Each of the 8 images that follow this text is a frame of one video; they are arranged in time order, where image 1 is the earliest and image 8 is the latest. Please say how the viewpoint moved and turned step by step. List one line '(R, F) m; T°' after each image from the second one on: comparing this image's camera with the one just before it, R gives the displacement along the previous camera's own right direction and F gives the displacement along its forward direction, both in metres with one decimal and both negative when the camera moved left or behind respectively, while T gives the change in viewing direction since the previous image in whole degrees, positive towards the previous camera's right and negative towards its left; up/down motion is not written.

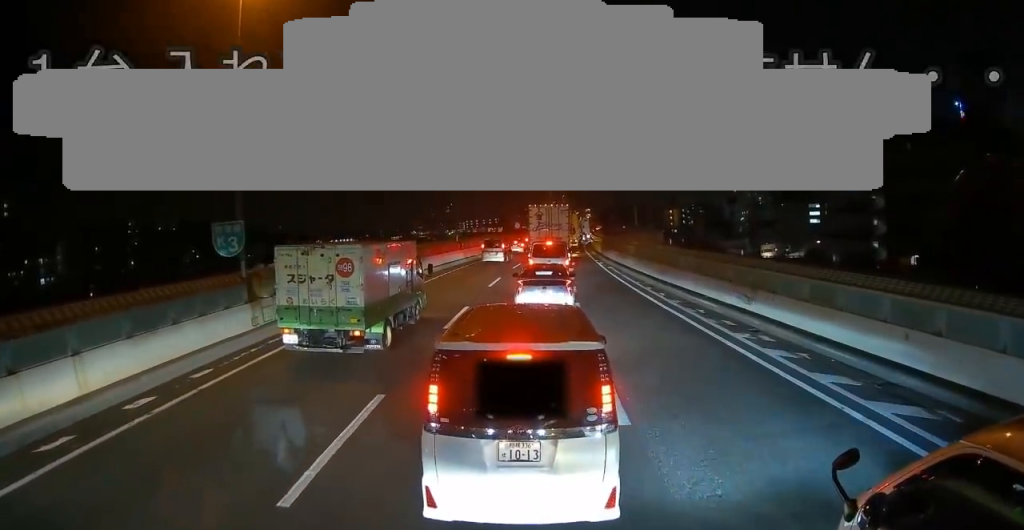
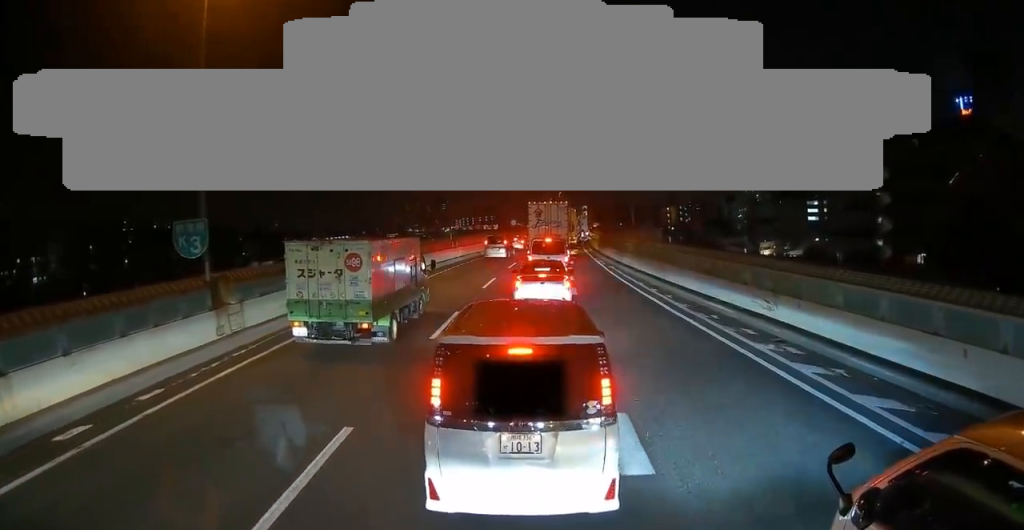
(+0.2, +1.9) m; +1°
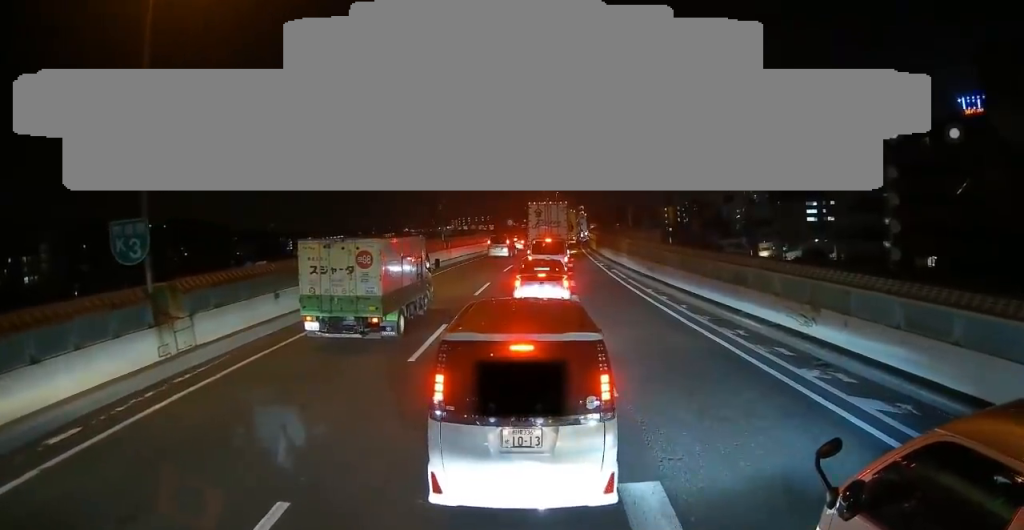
(-0.2, +2.3) m; -2°
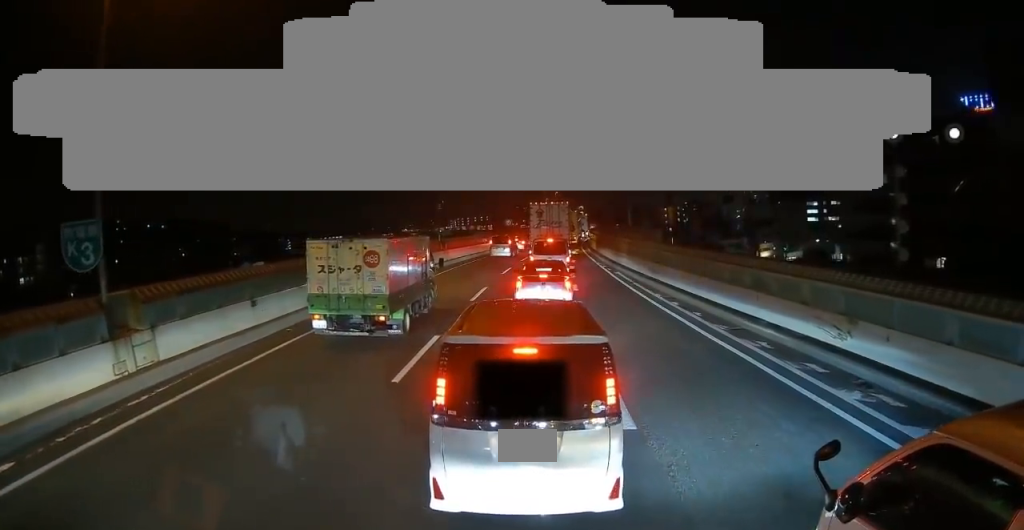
(+0.2, +1.3) m; 0°
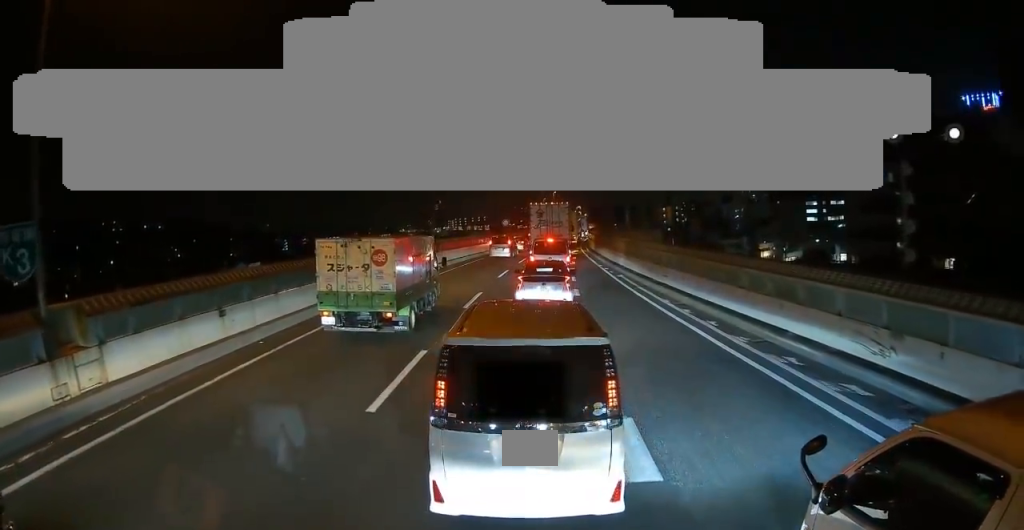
(-0.1, +1.4) m; +1°
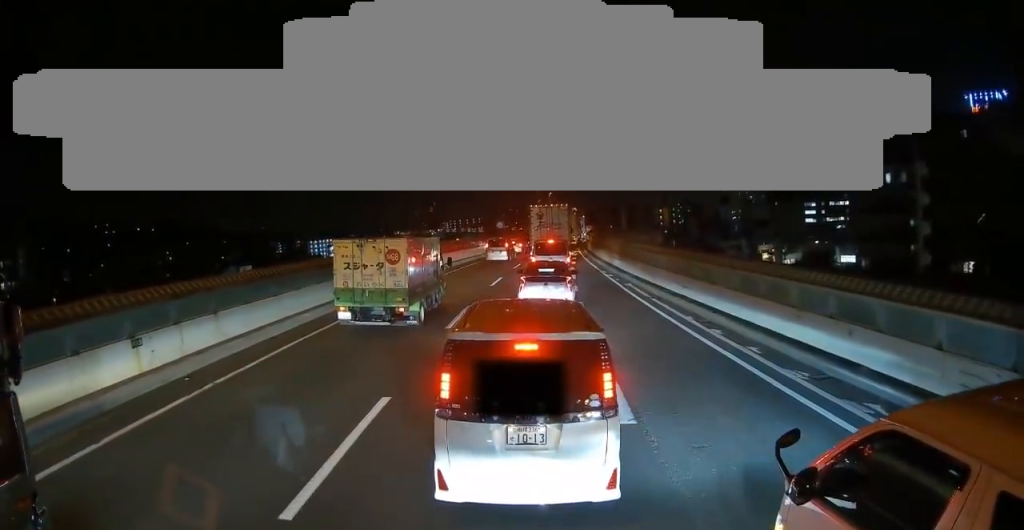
(+0.3, +3.1) m; +2°
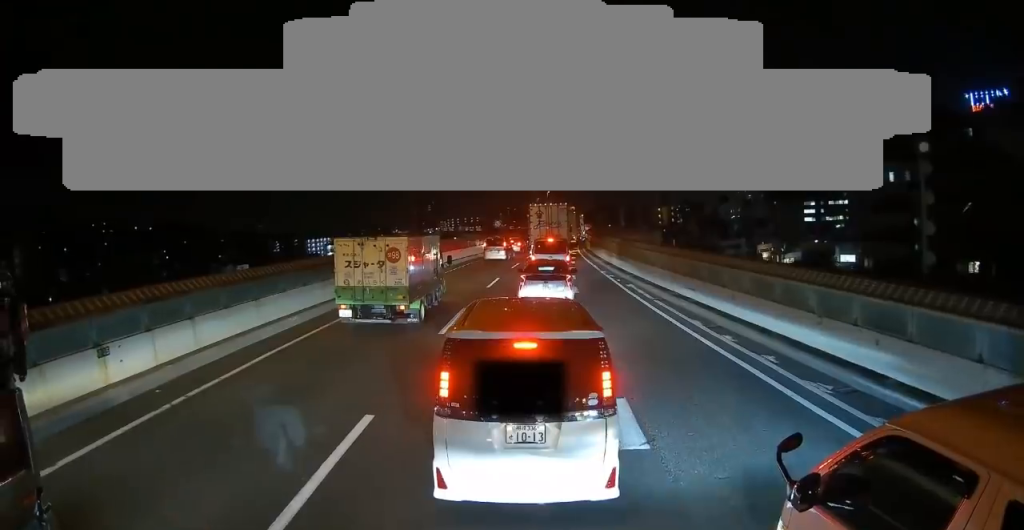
(0.0, +0.9) m; -1°
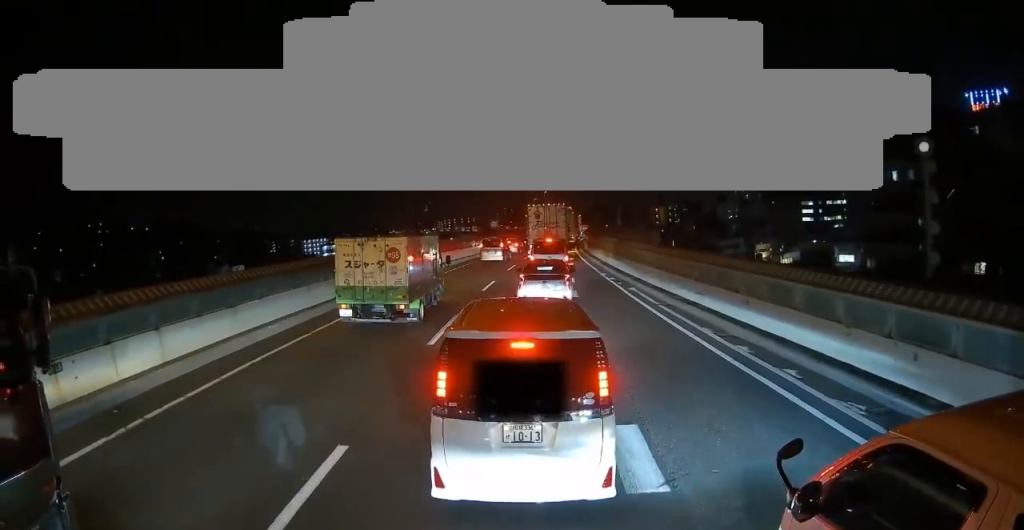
(-0.1, +1.2) m; +1°
